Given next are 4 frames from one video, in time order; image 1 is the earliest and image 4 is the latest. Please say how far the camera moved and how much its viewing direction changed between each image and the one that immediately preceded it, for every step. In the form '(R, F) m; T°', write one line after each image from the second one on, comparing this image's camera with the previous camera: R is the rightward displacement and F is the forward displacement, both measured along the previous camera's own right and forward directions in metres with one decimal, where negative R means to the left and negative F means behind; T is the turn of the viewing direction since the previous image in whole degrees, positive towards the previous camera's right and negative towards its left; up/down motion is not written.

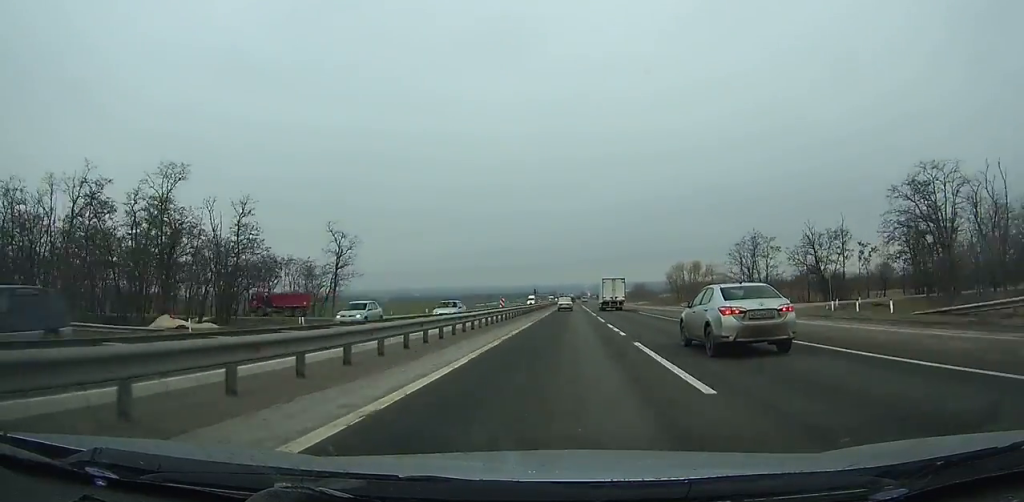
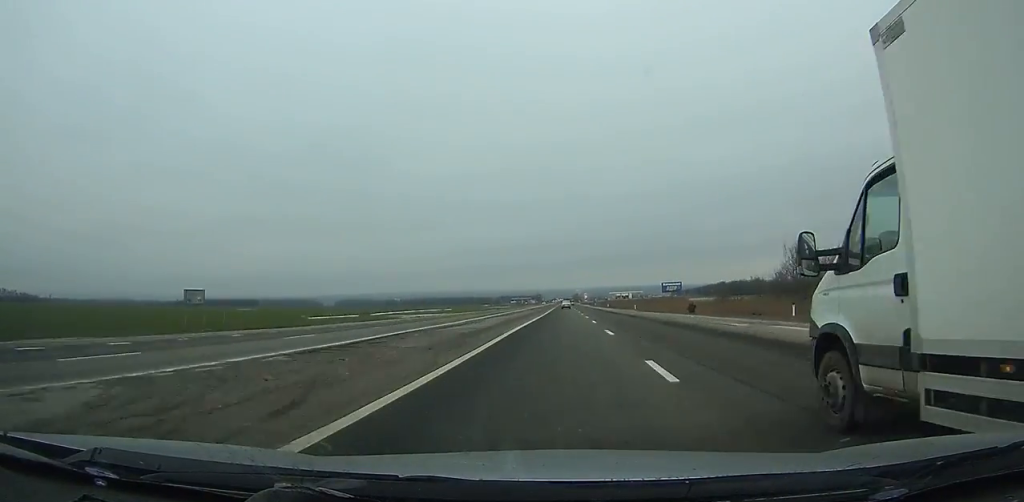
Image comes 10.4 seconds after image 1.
(+2.2, +246.7) m; +1°
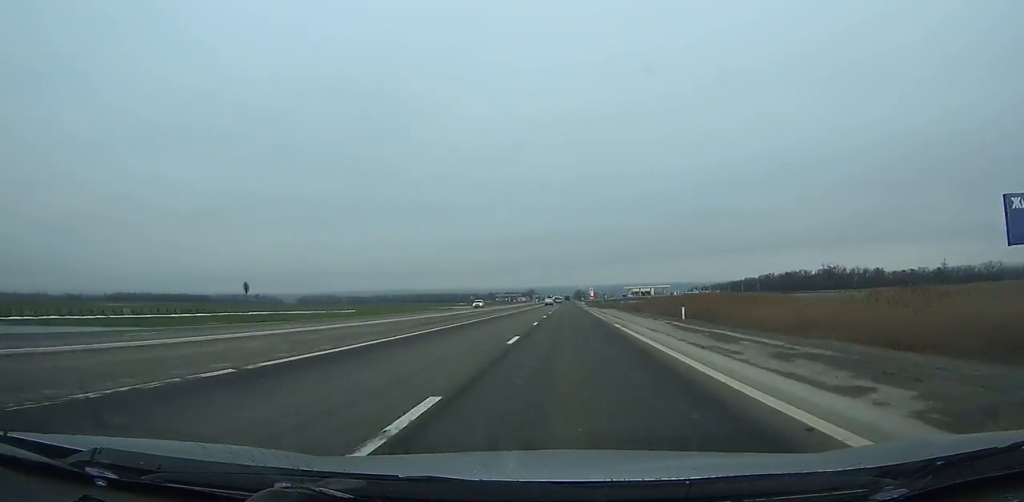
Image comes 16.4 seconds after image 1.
(+0.4, +144.7) m; 0°
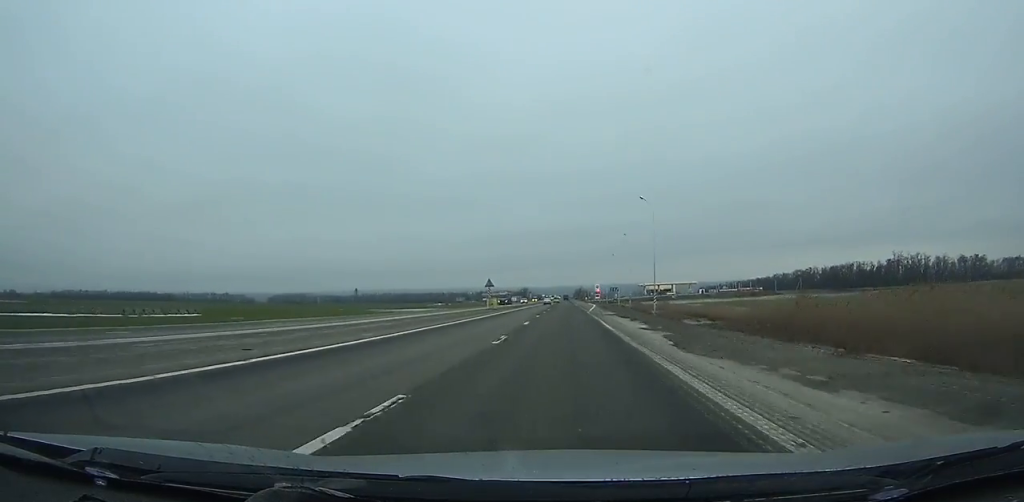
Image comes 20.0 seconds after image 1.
(-0.6, +83.9) m; -1°
